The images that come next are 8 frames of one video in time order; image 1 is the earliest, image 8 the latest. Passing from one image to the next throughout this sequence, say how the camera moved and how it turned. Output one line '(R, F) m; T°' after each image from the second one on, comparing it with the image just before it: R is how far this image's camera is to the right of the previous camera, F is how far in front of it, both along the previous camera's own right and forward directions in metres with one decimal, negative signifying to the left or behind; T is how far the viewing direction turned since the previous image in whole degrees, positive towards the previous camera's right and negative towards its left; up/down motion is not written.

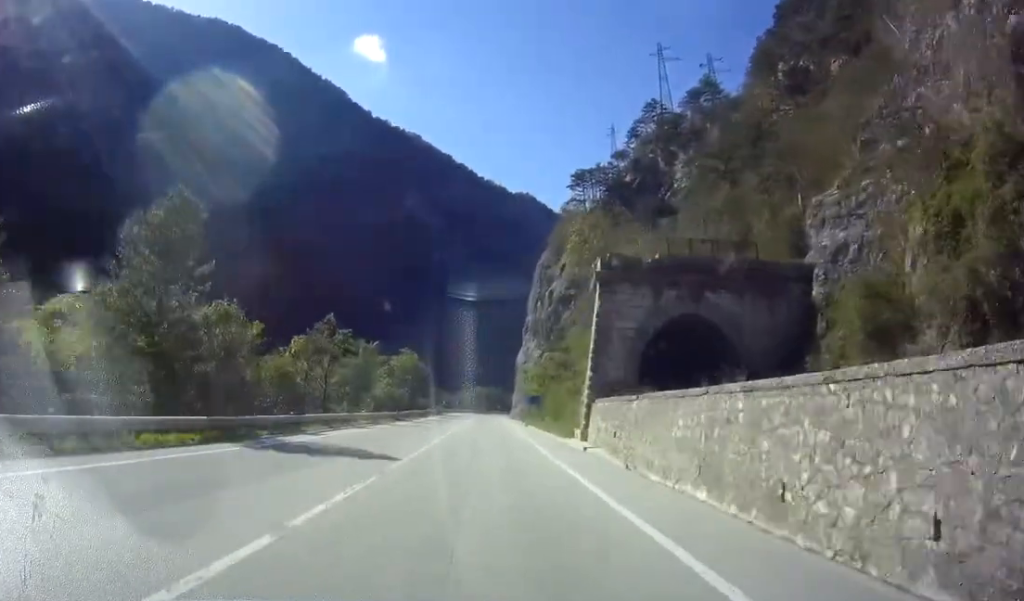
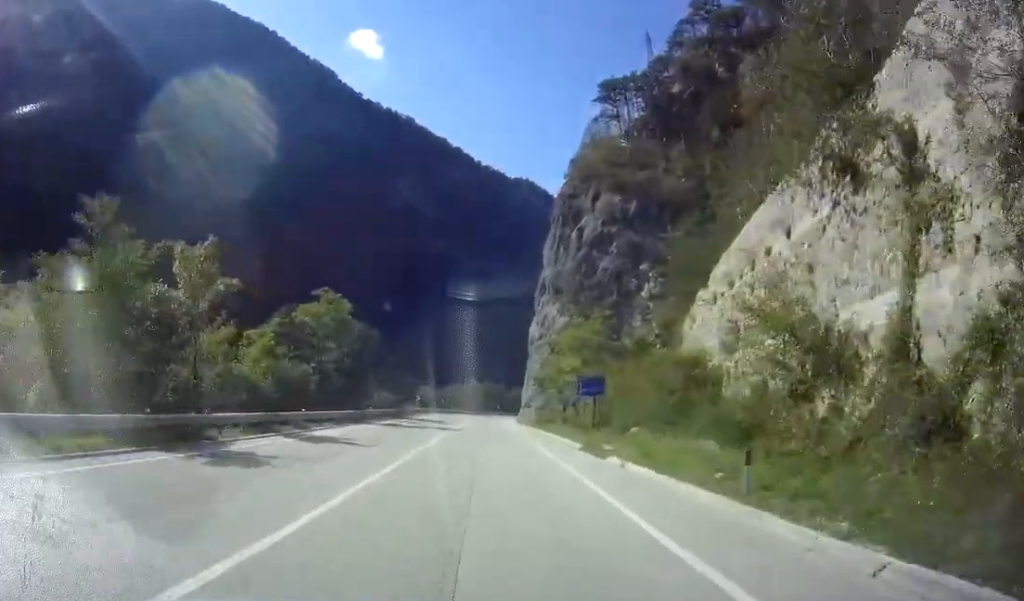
(-0.3, +39.0) m; +1°
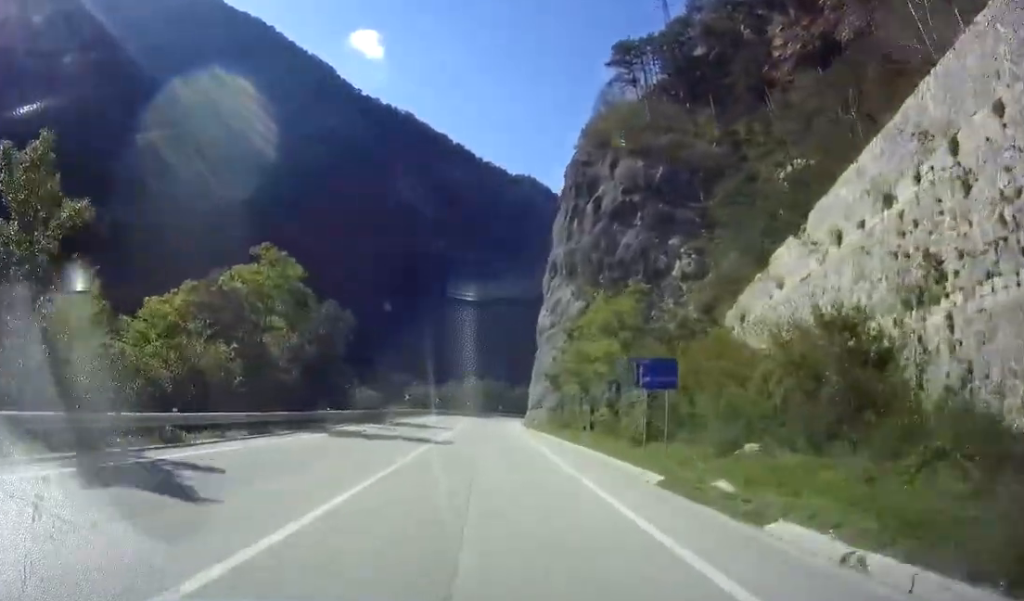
(+0.1, +12.2) m; +1°
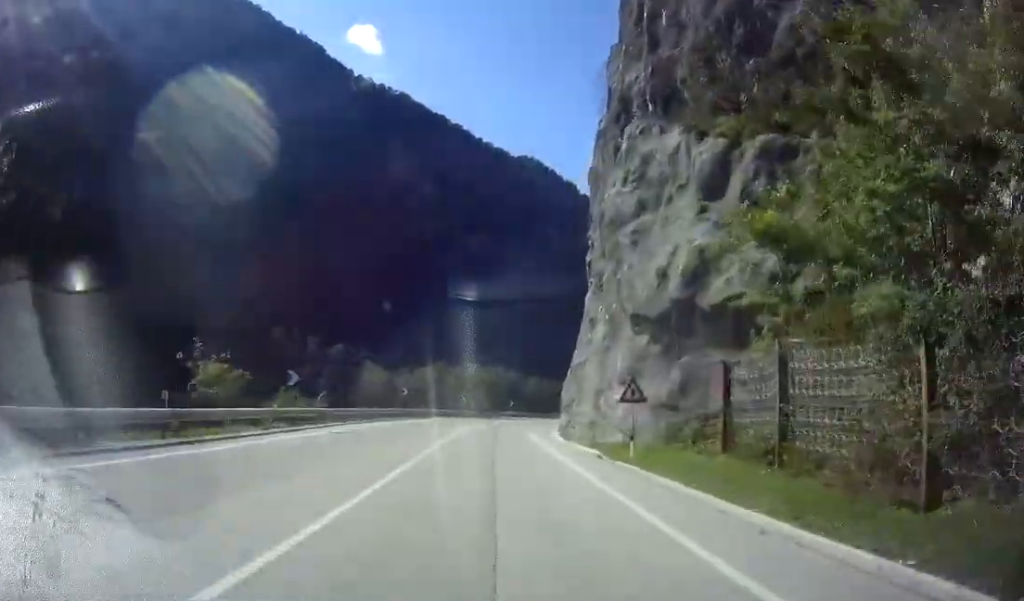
(-0.1, +36.9) m; +1°
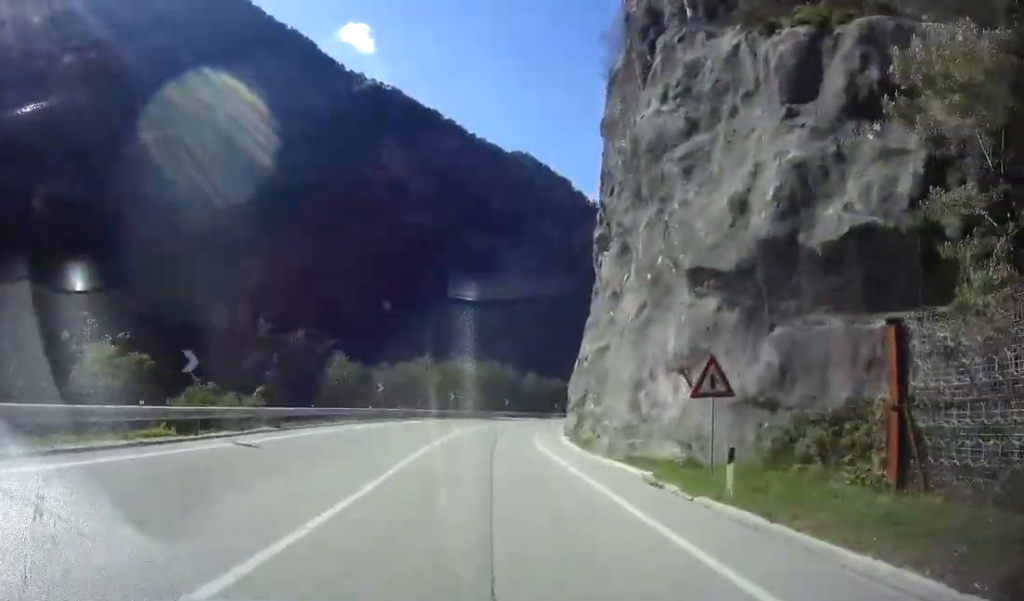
(0.0, +8.3) m; 0°
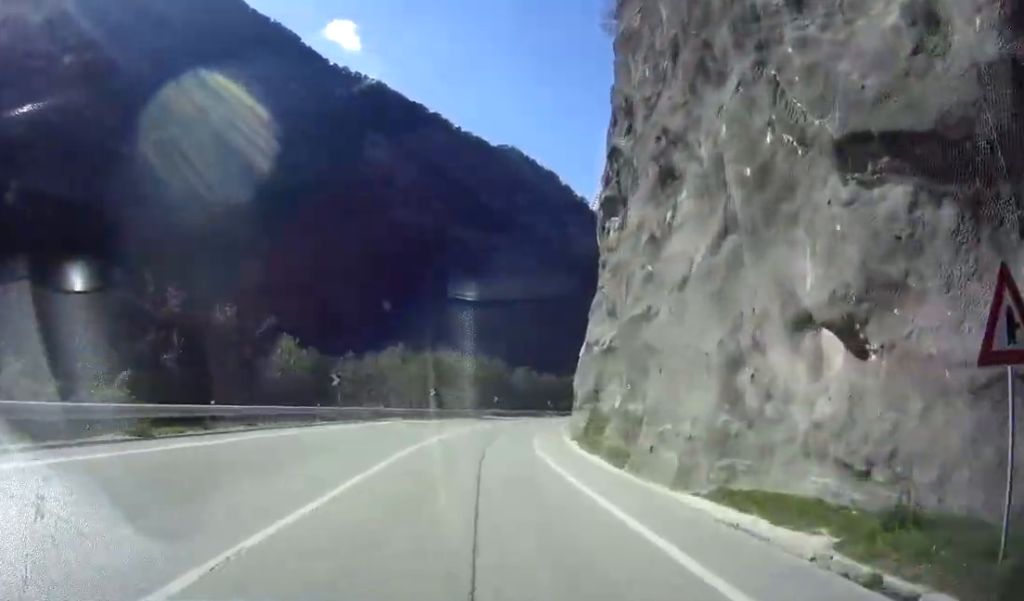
(+0.1, +8.9) m; +1°
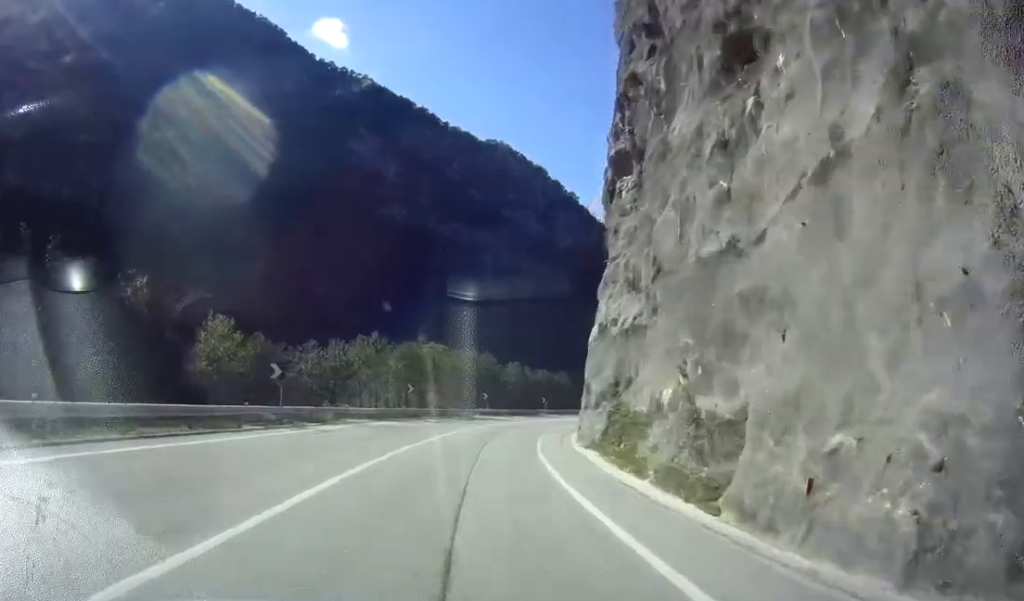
(0.0, +8.2) m; +1°
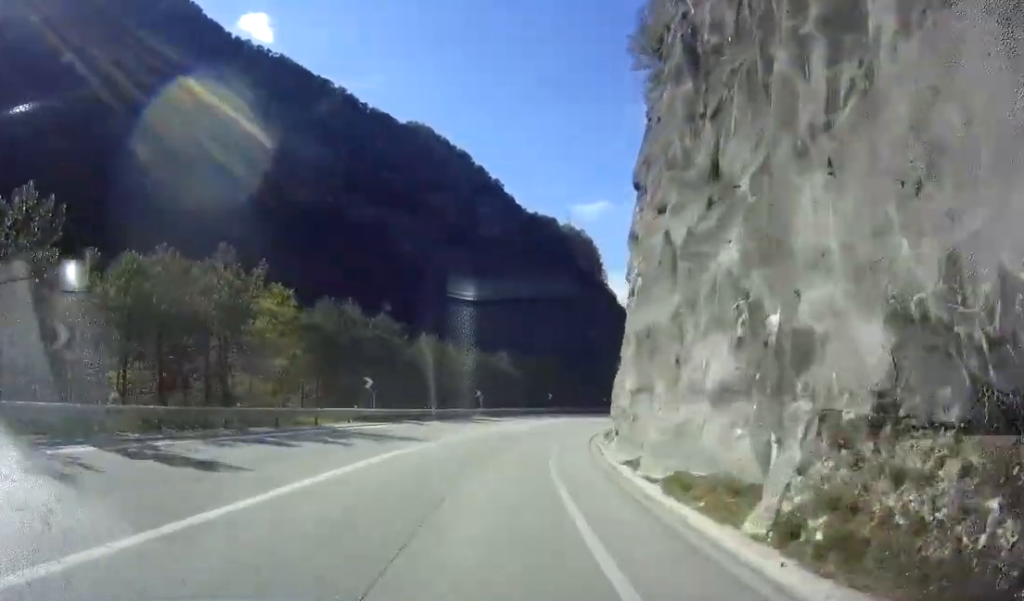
(+2.8, +32.4) m; +12°
